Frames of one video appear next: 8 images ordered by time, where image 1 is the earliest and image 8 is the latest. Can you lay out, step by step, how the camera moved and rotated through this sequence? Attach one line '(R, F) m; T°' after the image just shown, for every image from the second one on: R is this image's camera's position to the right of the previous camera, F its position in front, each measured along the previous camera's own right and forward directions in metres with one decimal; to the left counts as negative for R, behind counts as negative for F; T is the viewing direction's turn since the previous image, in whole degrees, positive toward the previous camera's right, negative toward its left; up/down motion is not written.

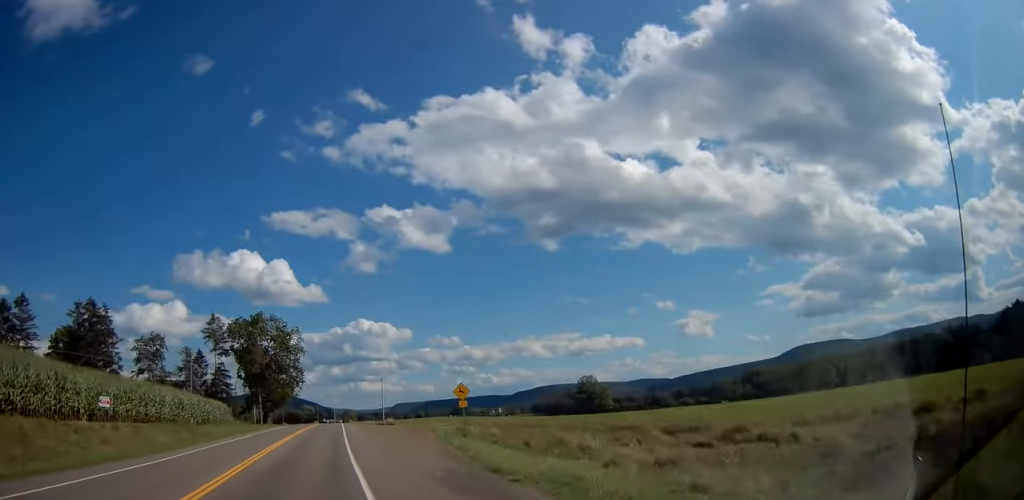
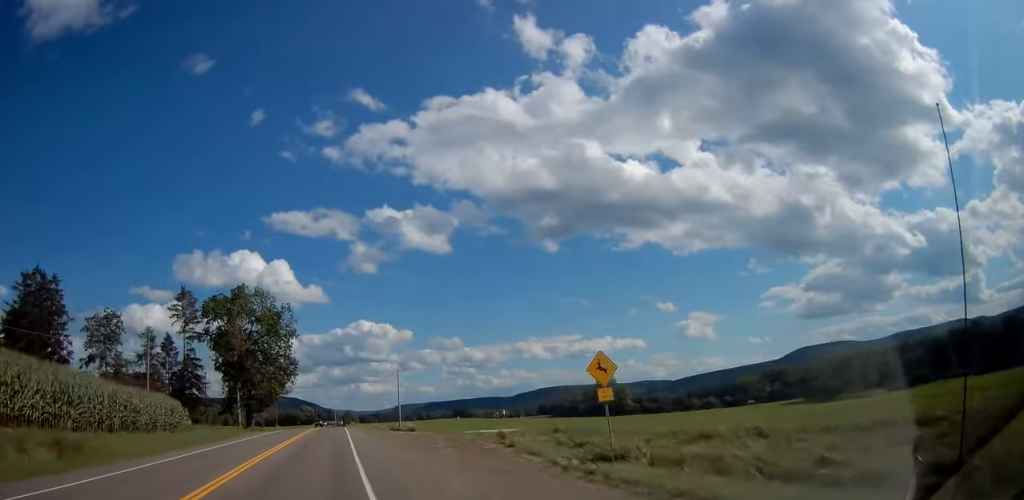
(-0.1, +20.9) m; 0°
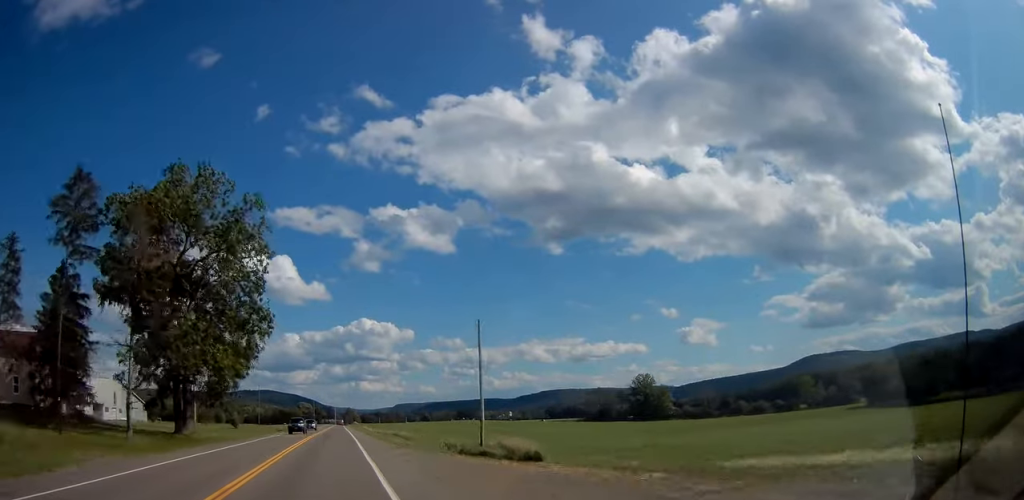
(+0.3, +36.9) m; 0°
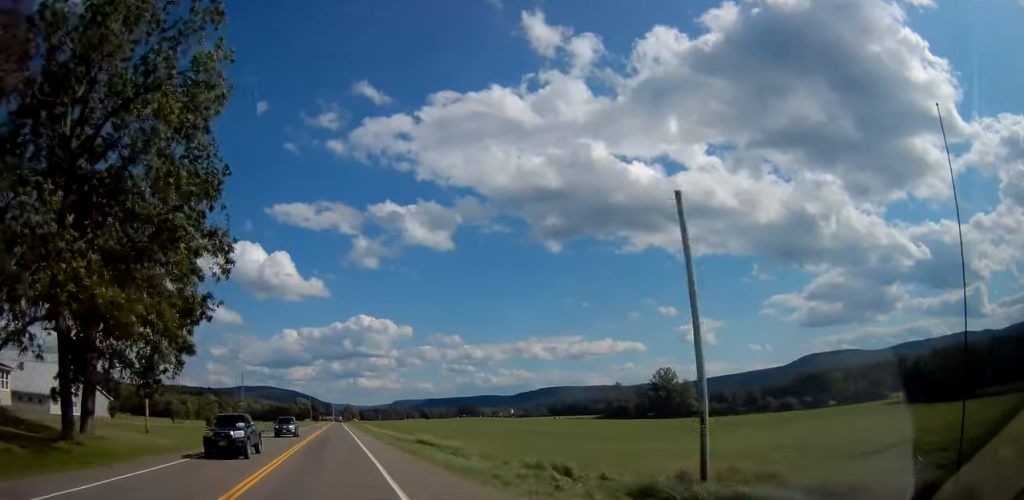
(-0.1, +19.2) m; 0°
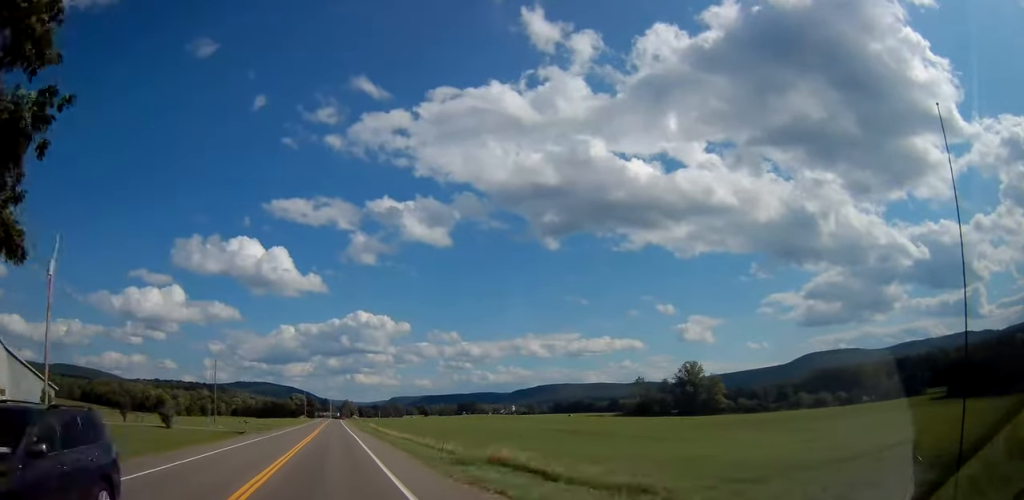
(-0.1, +20.8) m; 0°
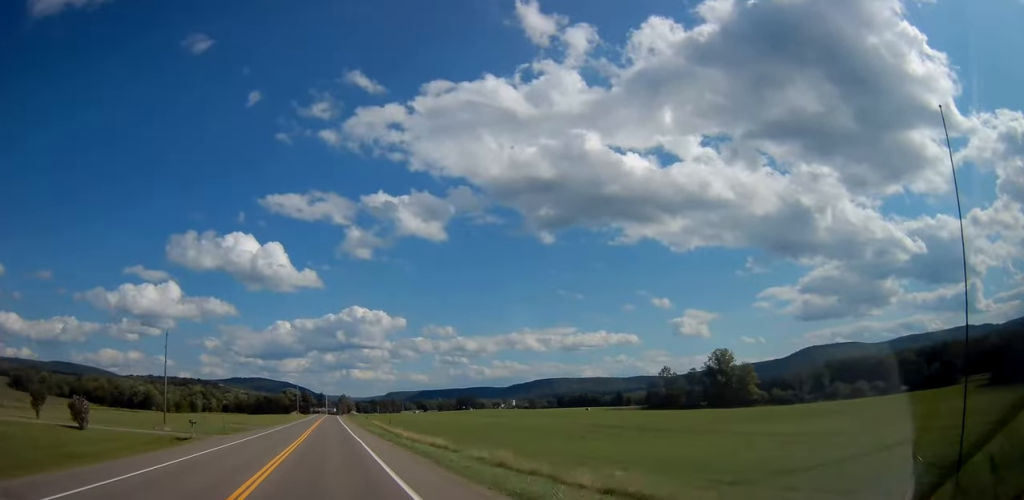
(0.0, +21.8) m; 0°
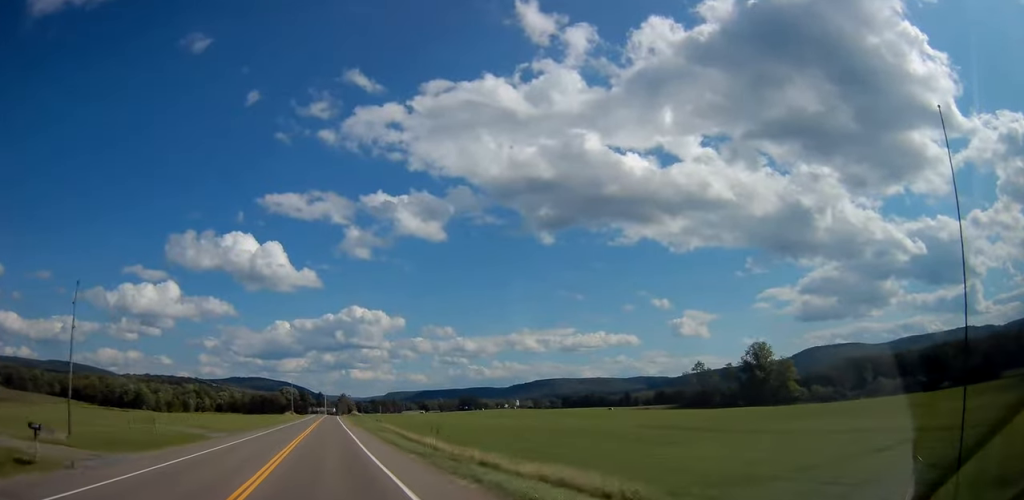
(-0.1, +21.0) m; +1°
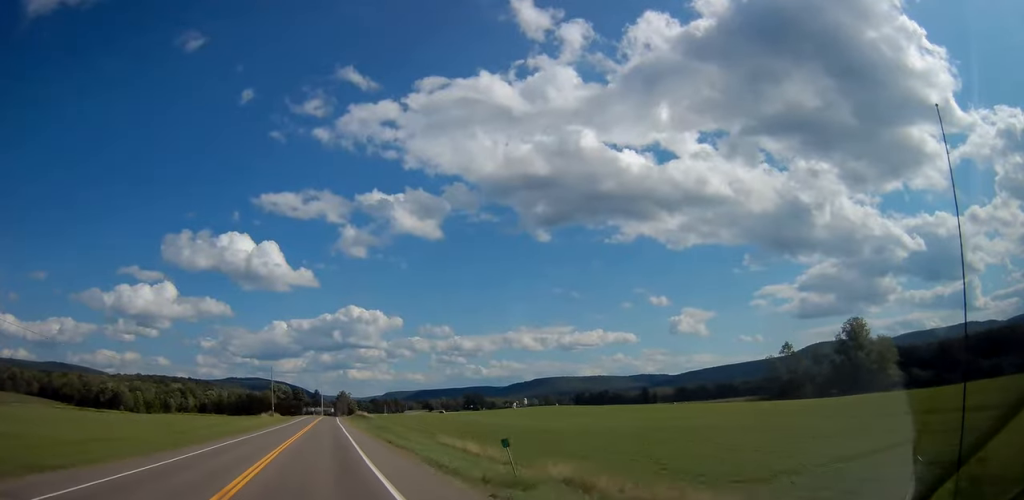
(+0.6, +43.4) m; 0°
